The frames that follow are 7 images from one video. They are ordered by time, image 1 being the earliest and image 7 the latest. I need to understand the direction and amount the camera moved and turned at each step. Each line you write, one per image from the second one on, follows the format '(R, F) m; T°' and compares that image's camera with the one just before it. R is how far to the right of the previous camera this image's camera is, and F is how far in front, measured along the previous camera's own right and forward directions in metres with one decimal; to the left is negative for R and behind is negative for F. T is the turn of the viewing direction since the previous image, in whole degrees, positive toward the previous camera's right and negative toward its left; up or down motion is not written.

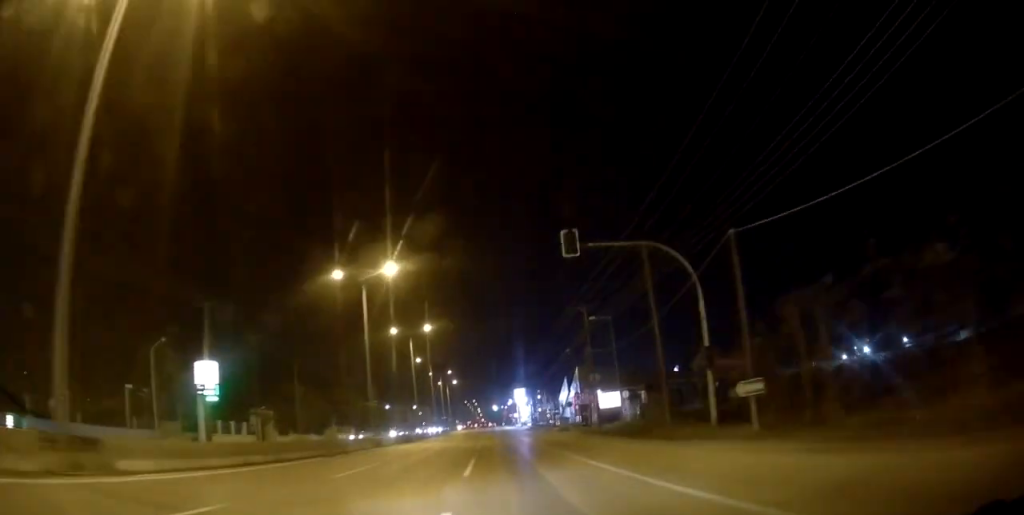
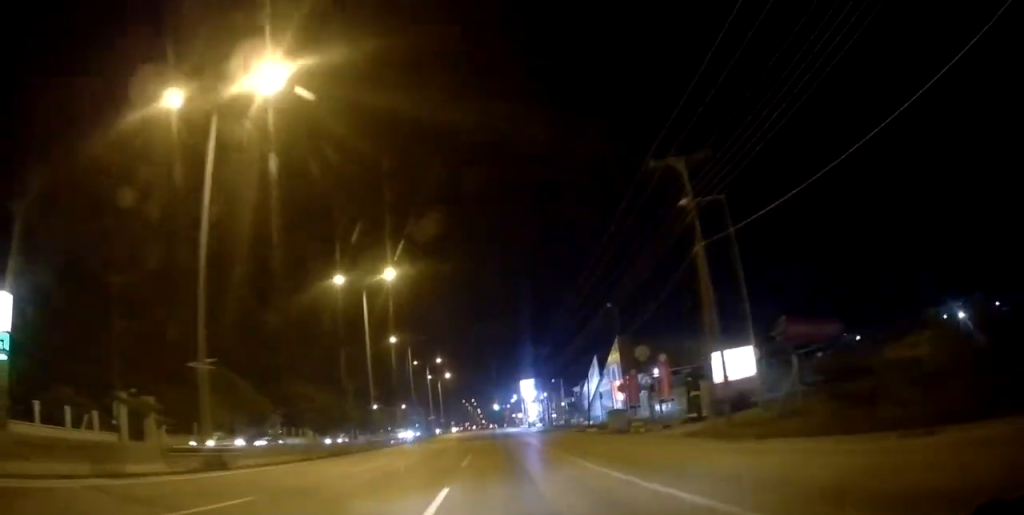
(0.0, +24.9) m; 0°
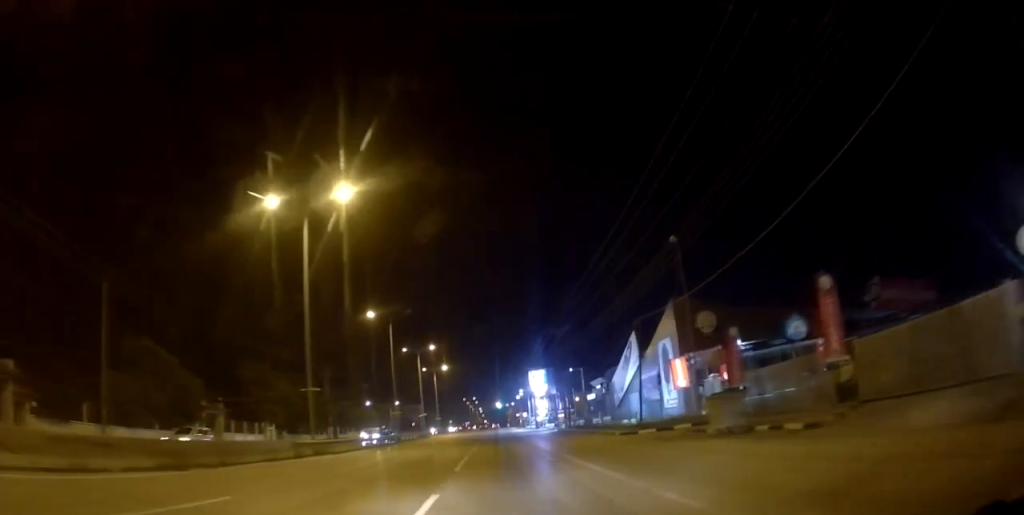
(0.0, +15.4) m; 0°
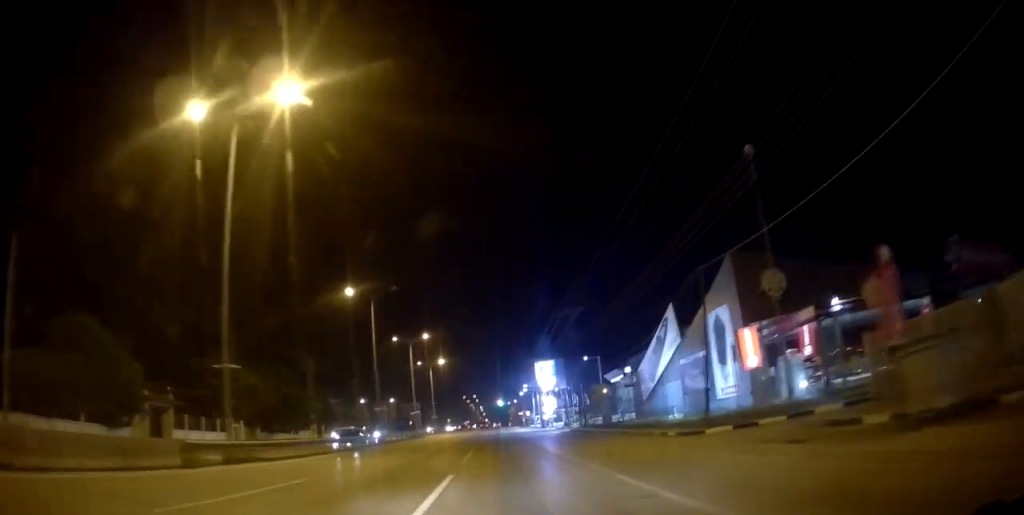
(0.0, +9.2) m; +1°
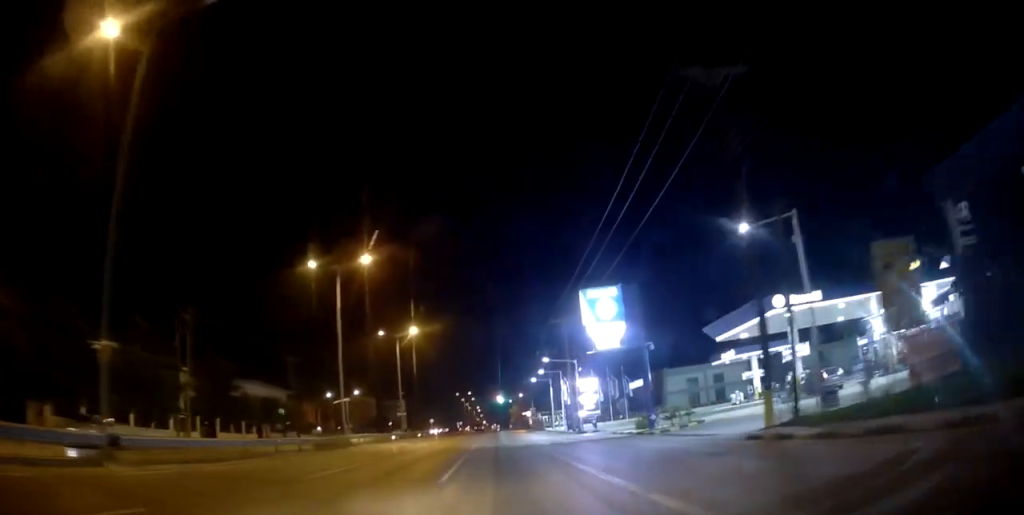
(+0.2, +34.6) m; -1°
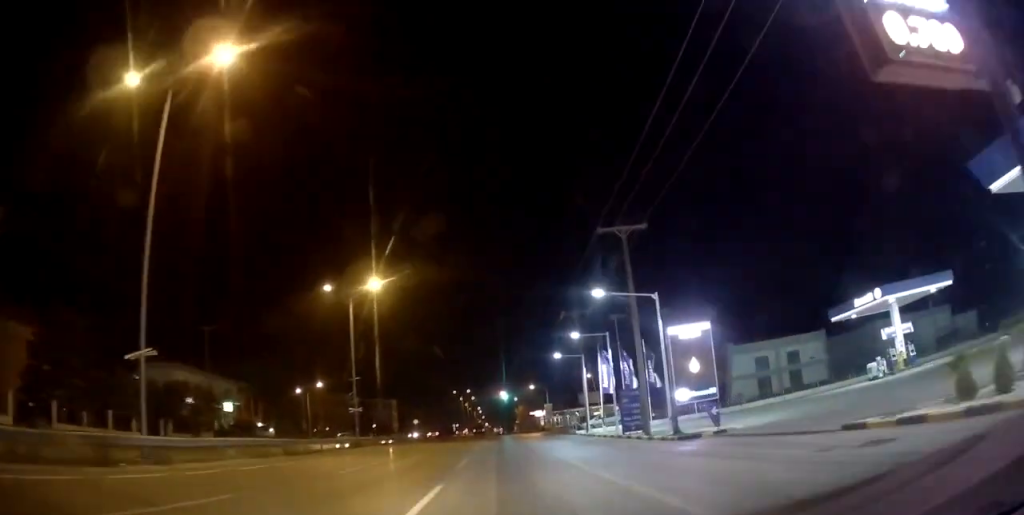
(-0.3, +23.8) m; +1°
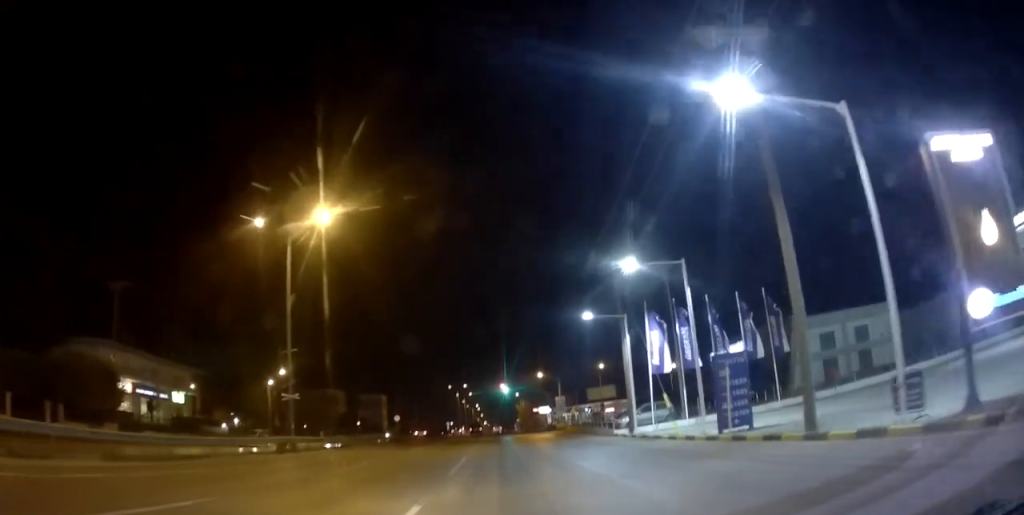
(+0.1, +15.2) m; -1°
